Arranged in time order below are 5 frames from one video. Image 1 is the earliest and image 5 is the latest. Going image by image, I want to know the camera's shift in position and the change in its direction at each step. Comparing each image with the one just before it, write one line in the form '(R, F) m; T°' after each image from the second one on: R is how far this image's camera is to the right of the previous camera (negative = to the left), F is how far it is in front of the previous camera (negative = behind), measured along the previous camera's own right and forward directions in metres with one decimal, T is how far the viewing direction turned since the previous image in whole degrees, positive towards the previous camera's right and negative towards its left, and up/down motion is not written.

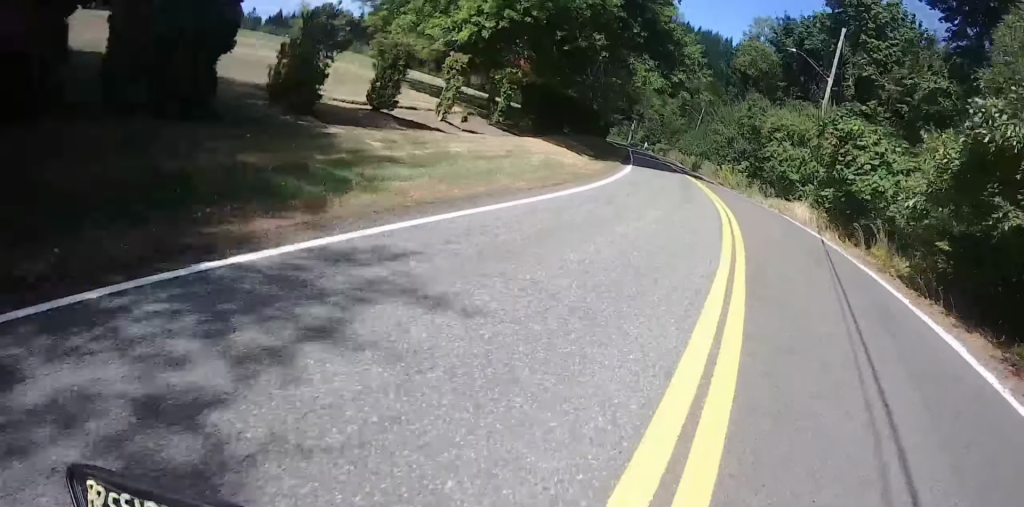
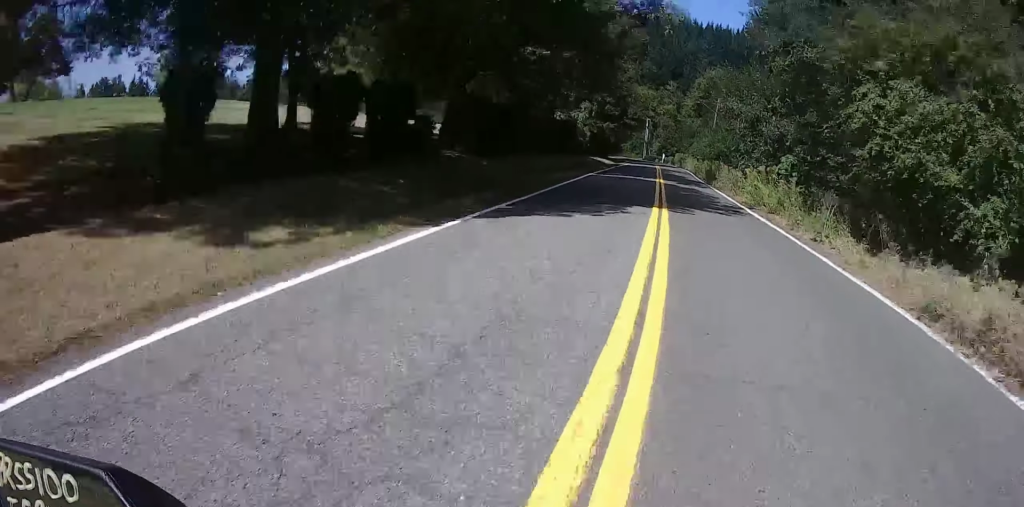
(0.0, +17.6) m; 0°
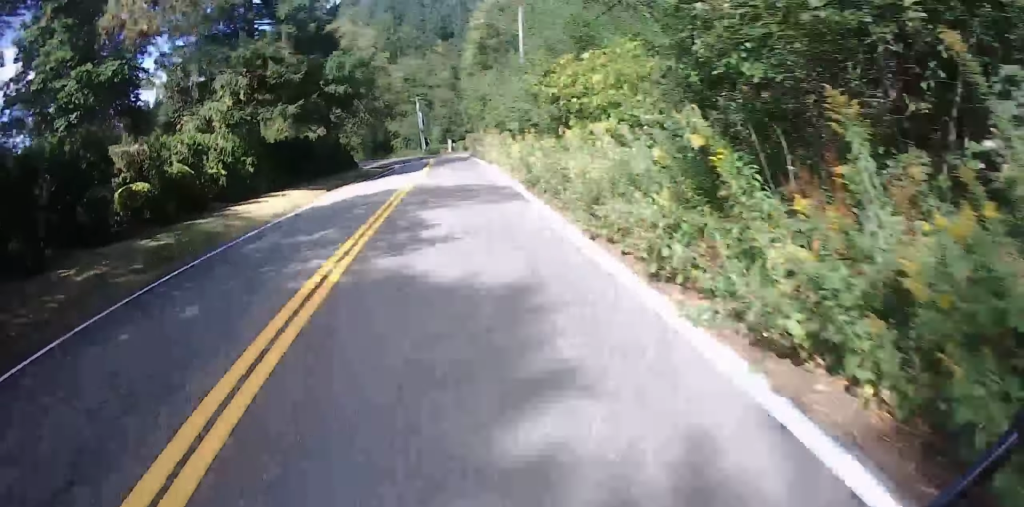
(+1.0, +33.6) m; +1°
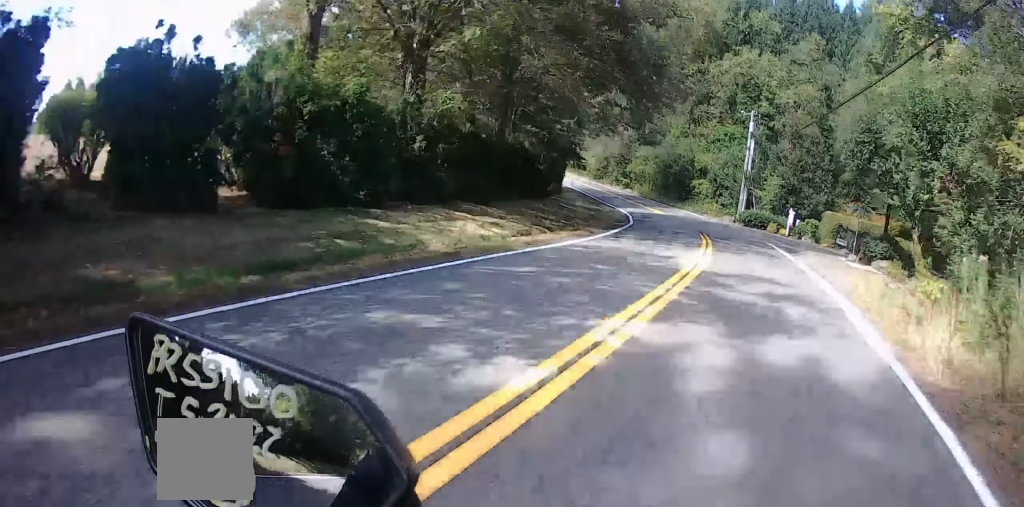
(-4.4, +47.5) m; -11°
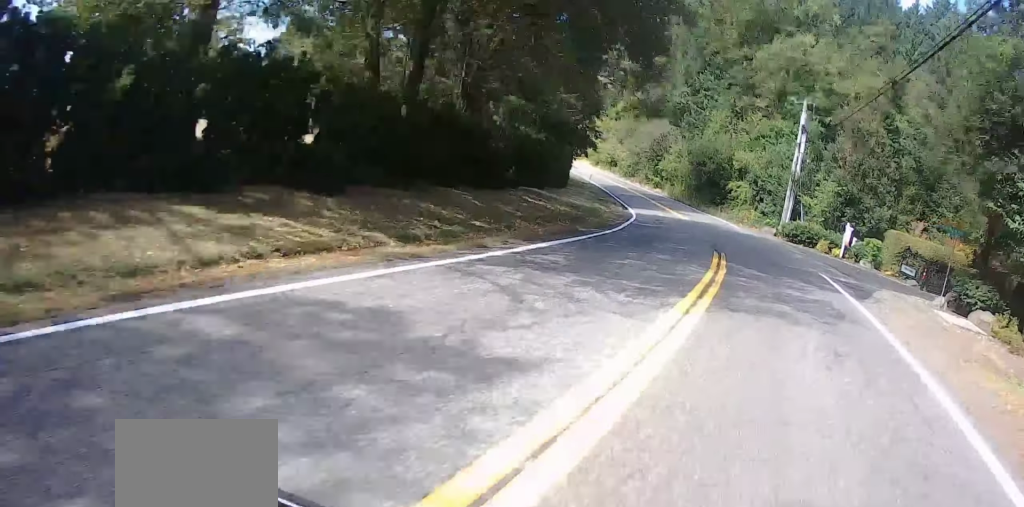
(+0.4, +11.1) m; -2°
